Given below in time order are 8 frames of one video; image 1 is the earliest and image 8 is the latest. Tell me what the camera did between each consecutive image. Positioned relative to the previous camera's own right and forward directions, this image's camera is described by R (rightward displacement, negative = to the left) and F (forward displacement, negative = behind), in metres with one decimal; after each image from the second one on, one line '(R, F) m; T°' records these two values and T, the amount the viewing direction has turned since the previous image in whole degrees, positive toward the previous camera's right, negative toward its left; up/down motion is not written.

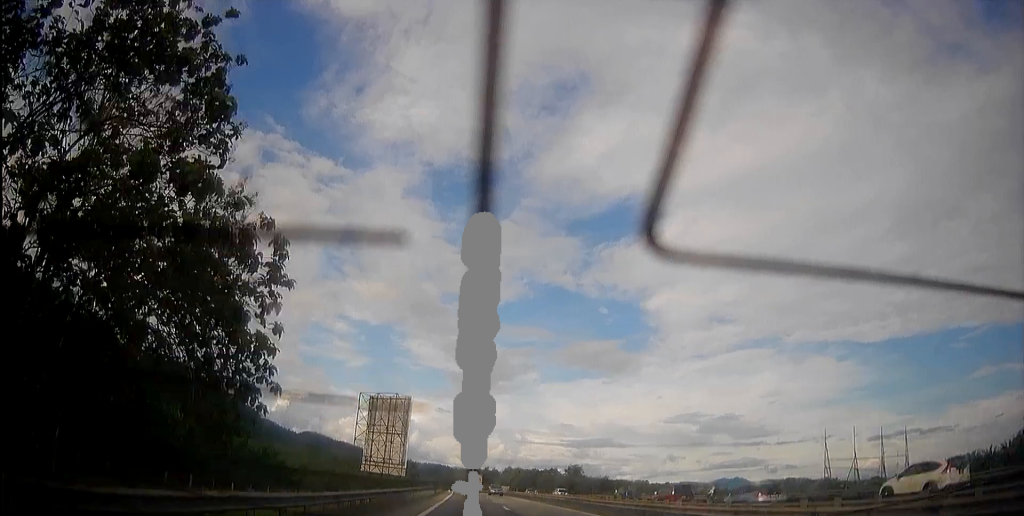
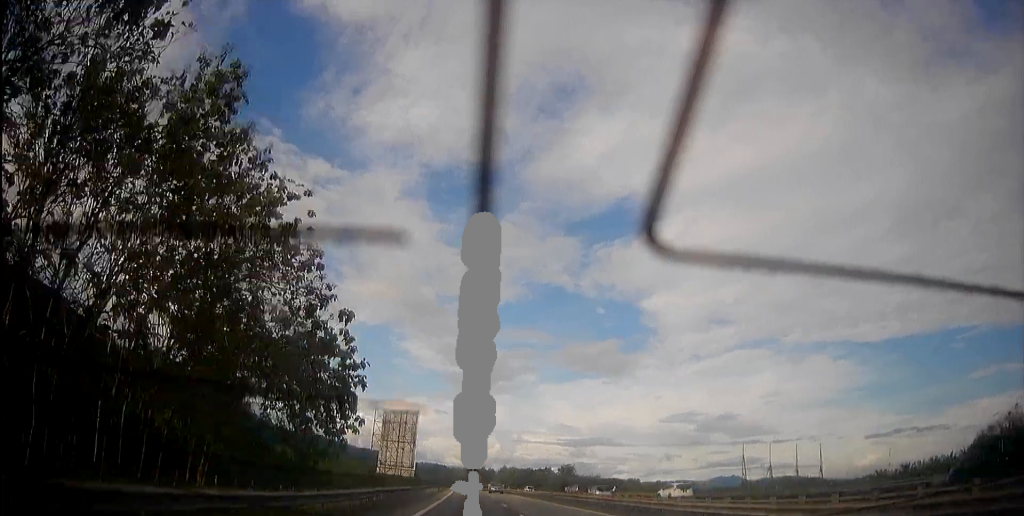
(0.0, +16.4) m; 0°
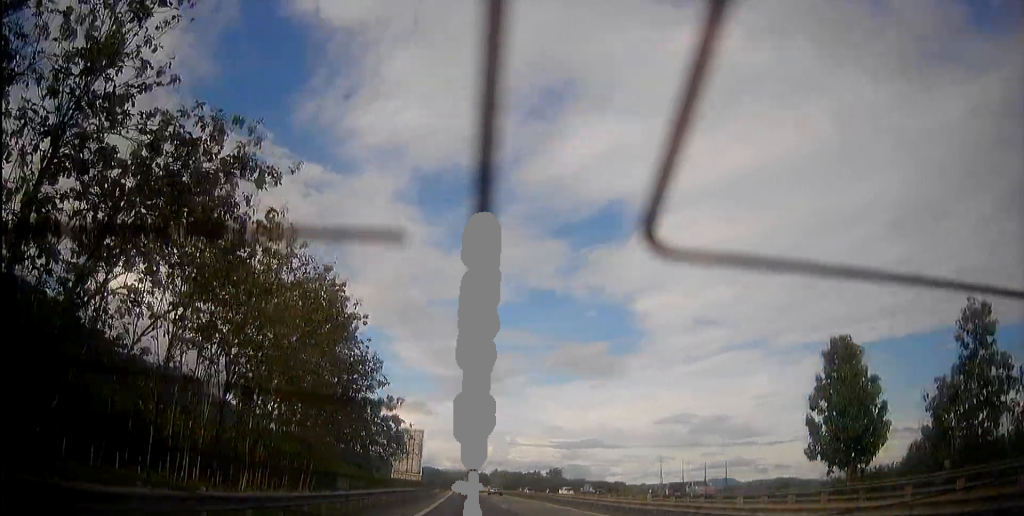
(-0.1, +25.0) m; -1°
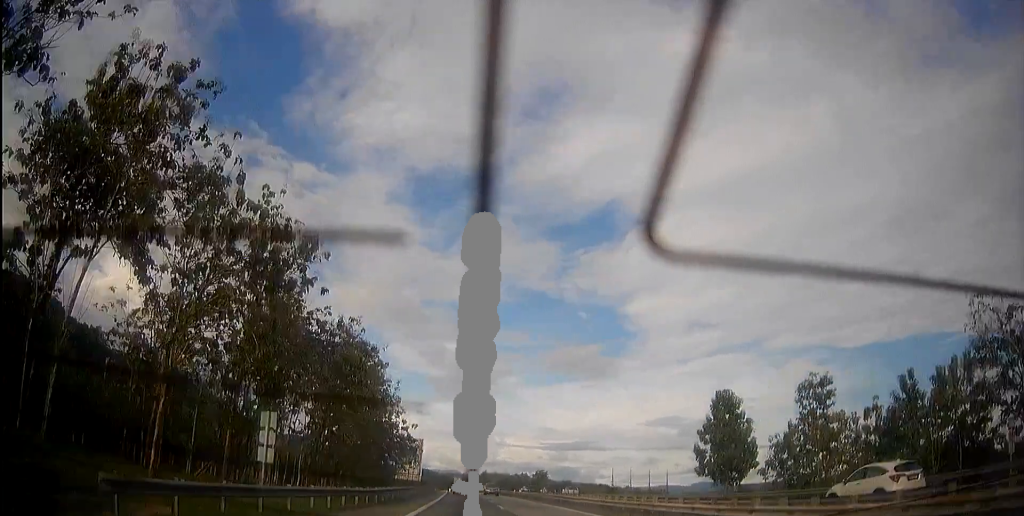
(-0.1, +21.7) m; -1°
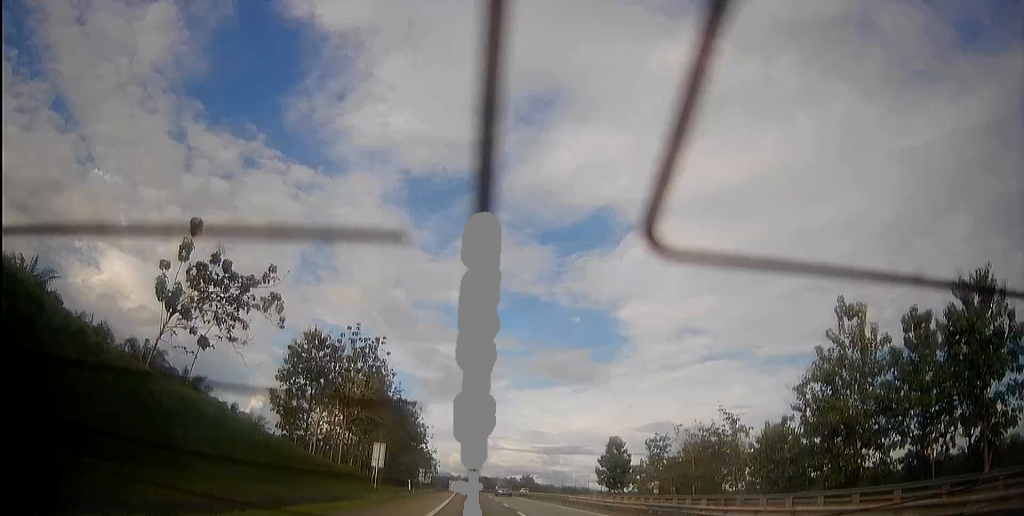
(-0.8, +50.9) m; -1°
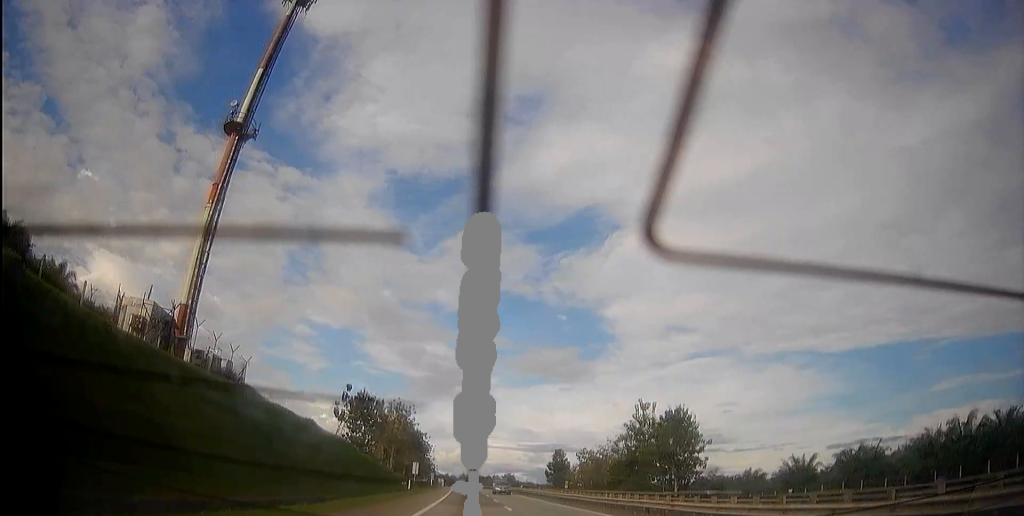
(-0.3, +53.8) m; -1°
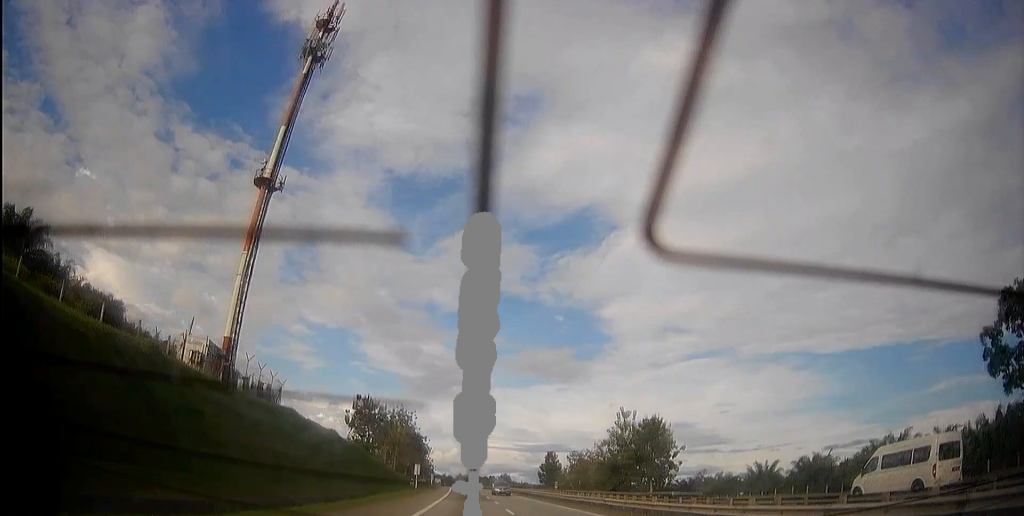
(0.0, +10.8) m; 0°
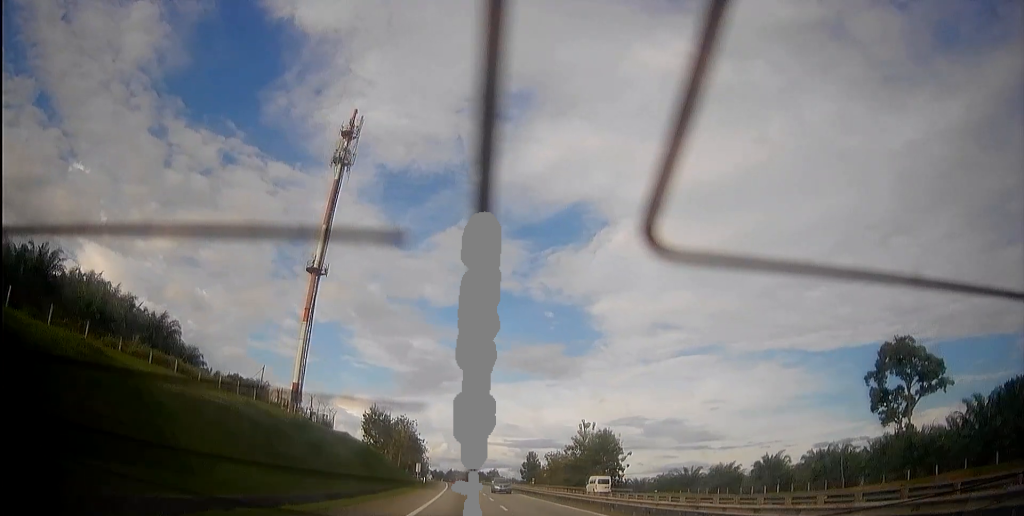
(-0.2, +25.8) m; -1°
